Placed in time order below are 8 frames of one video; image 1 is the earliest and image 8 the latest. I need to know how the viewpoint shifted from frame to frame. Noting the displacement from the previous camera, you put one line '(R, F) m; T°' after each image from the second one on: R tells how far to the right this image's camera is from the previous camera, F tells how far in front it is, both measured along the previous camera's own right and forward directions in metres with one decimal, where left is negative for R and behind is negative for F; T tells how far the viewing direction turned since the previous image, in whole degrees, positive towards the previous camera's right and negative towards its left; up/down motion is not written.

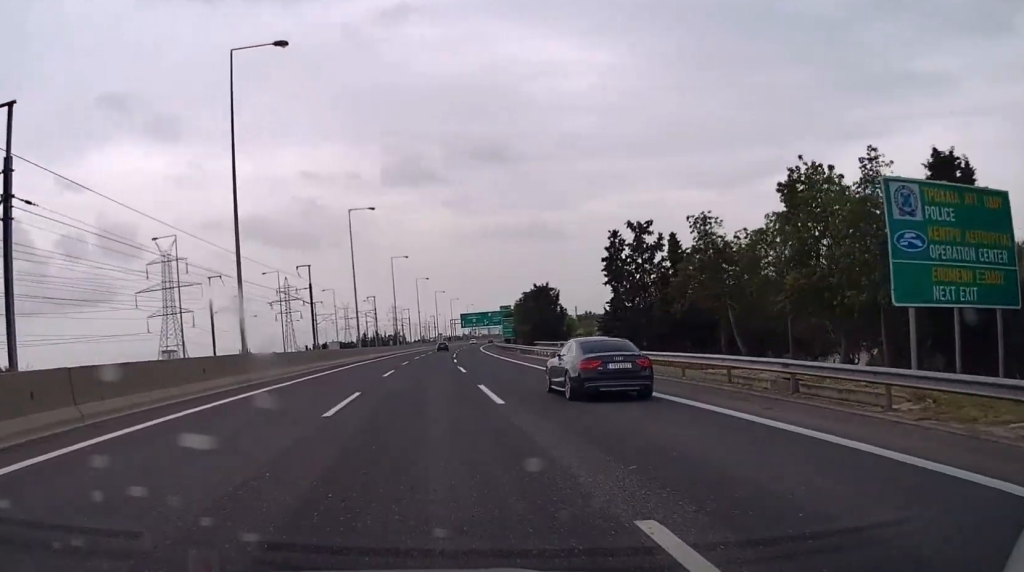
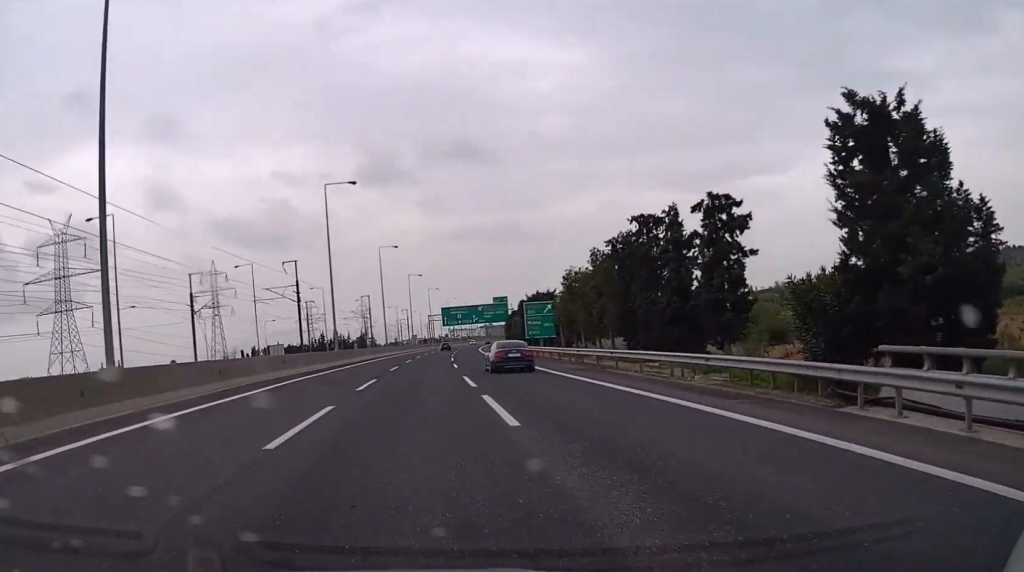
(+1.1, +58.3) m; +2°
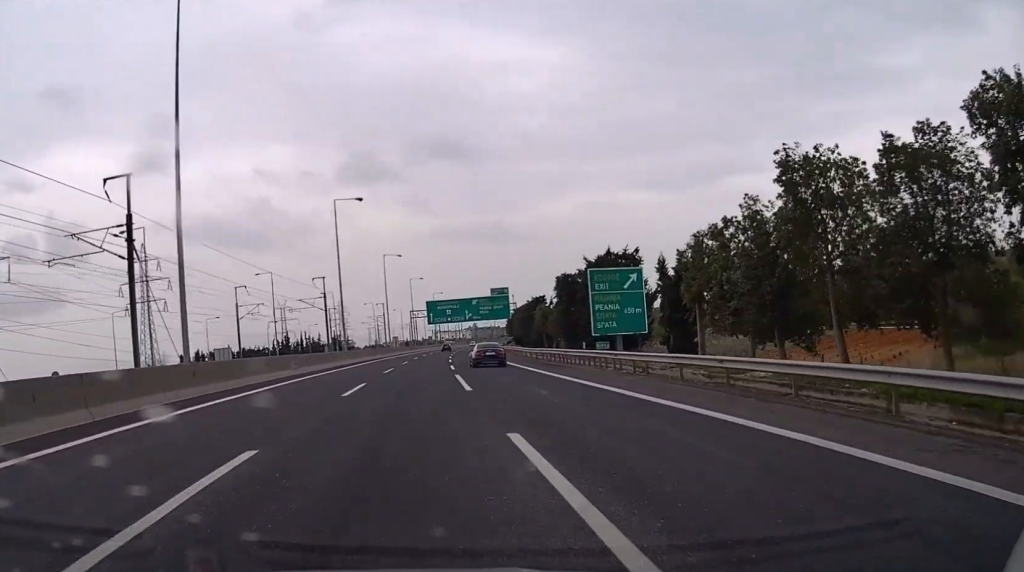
(+0.4, +37.6) m; +1°
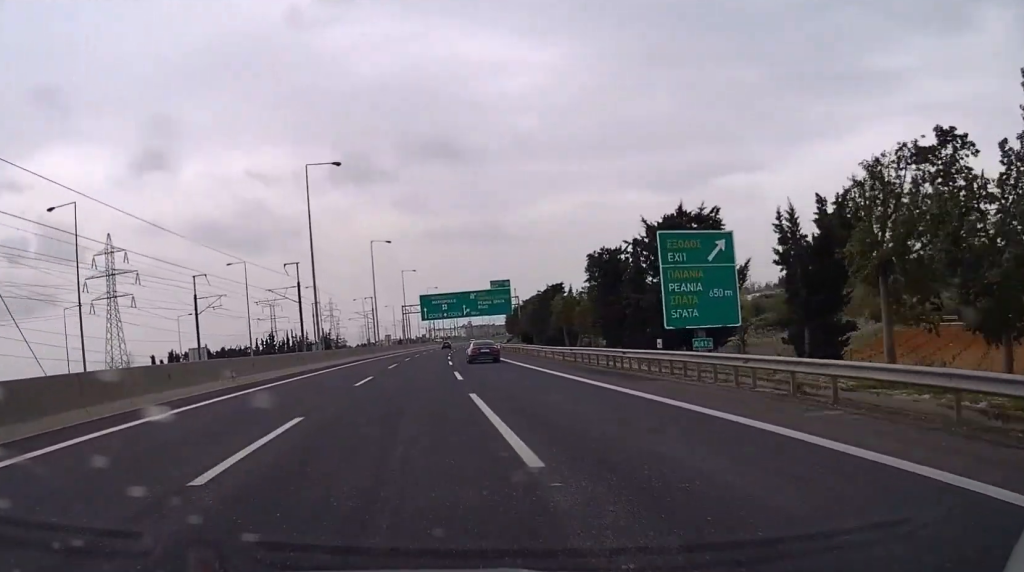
(0.0, +13.9) m; 0°
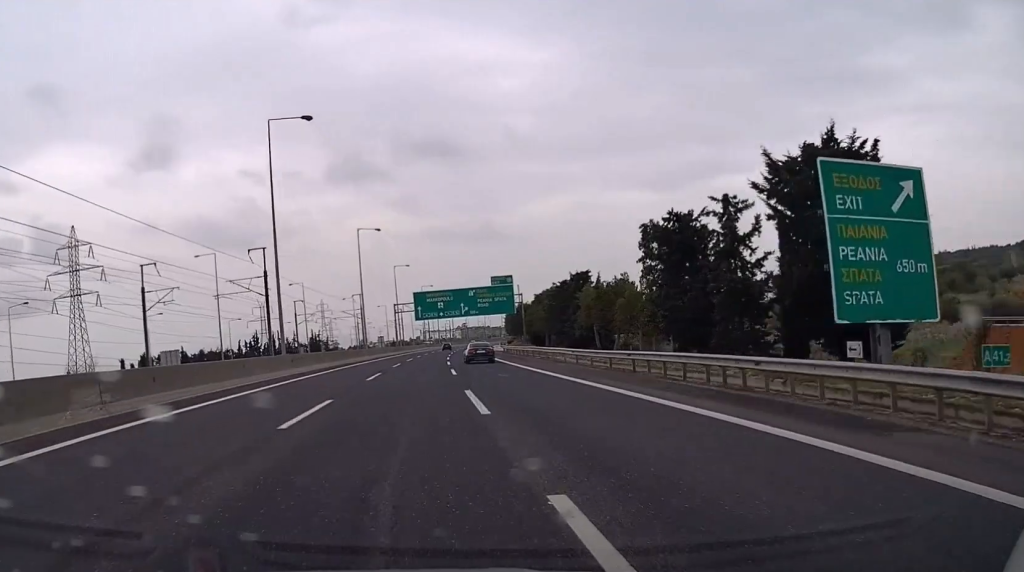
(+0.1, +12.9) m; 0°
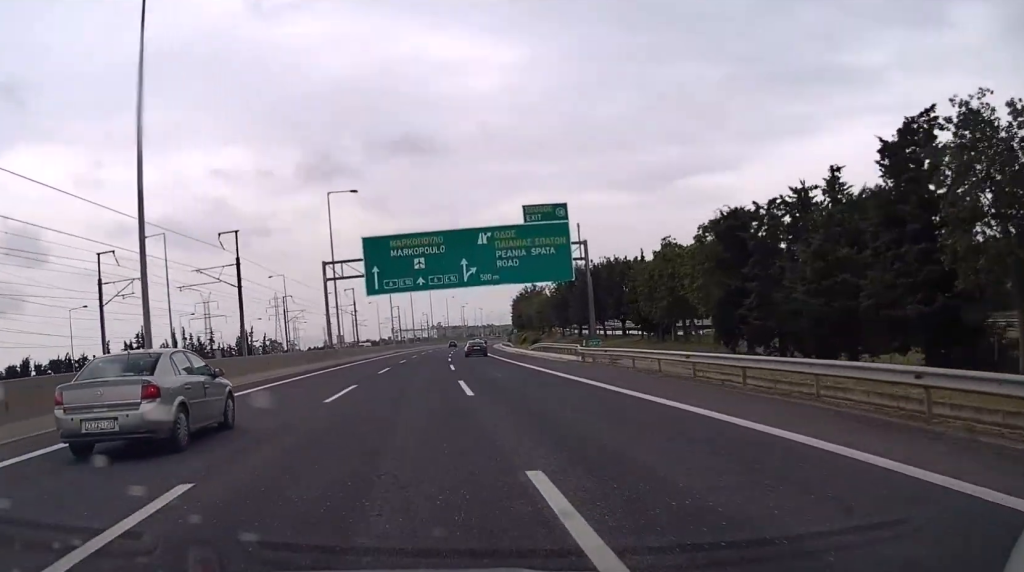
(+1.4, +66.3) m; +2°
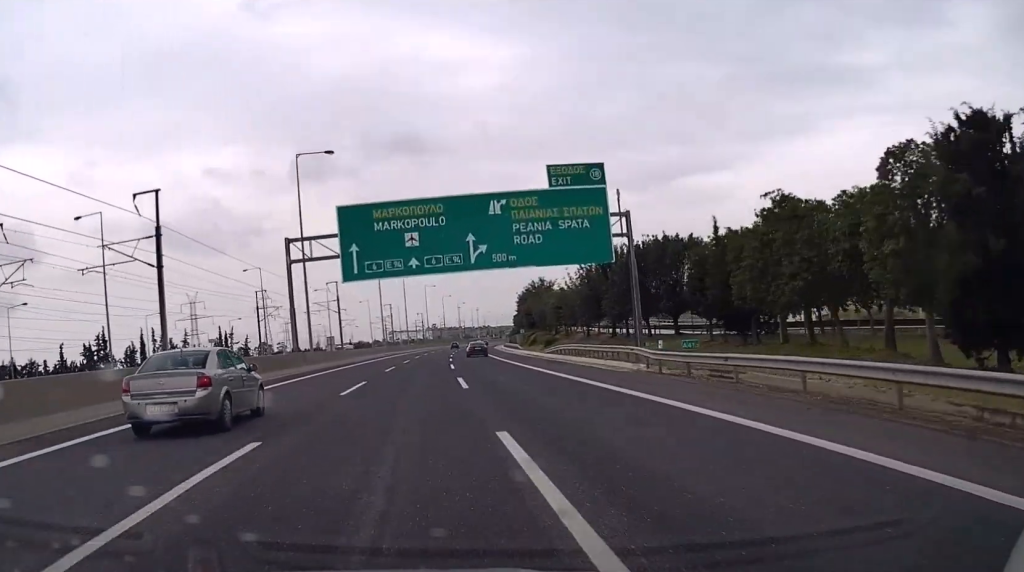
(+0.1, +14.9) m; 0°
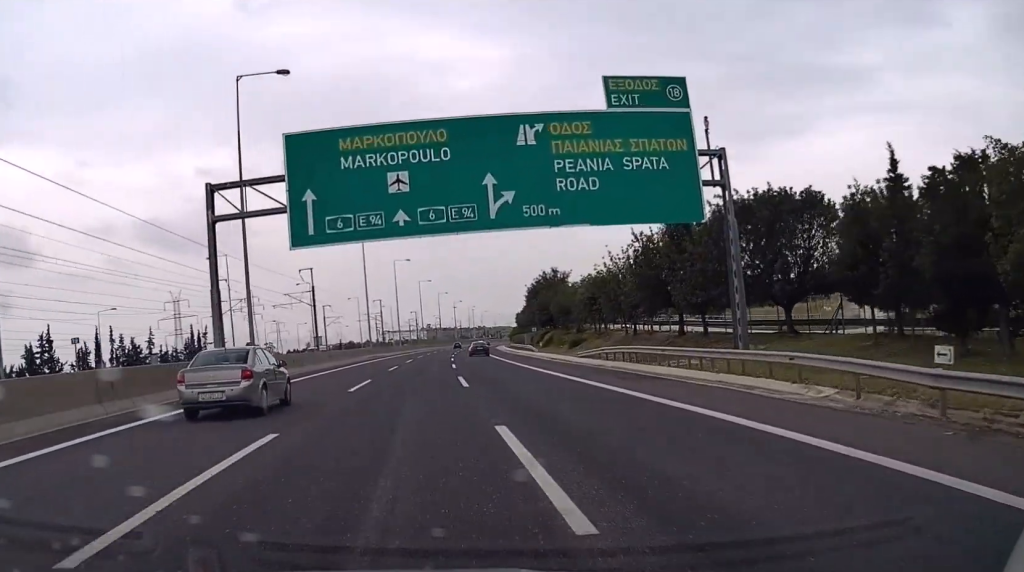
(-0.1, +16.8) m; 0°
